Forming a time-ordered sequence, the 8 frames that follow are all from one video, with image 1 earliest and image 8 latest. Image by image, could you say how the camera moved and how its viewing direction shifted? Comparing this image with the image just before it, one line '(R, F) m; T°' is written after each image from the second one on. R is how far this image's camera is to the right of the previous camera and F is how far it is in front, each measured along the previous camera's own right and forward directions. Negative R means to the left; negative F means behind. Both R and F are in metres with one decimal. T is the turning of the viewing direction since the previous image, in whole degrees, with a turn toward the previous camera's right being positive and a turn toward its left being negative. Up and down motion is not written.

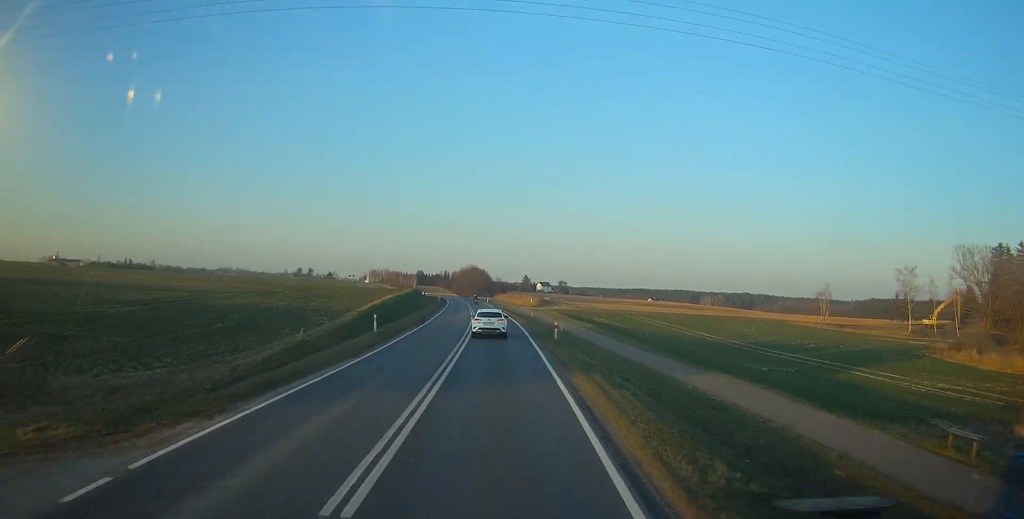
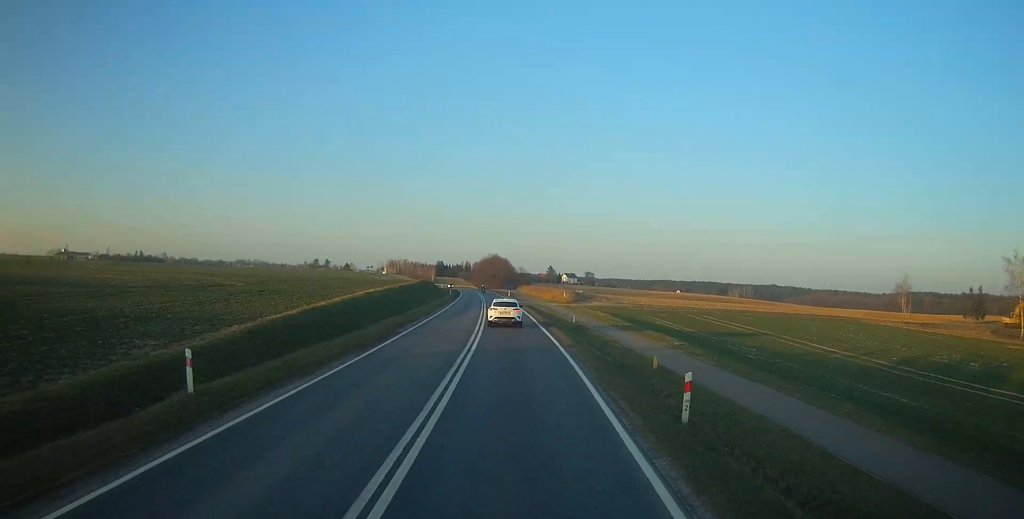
(-0.3, +23.7) m; -1°
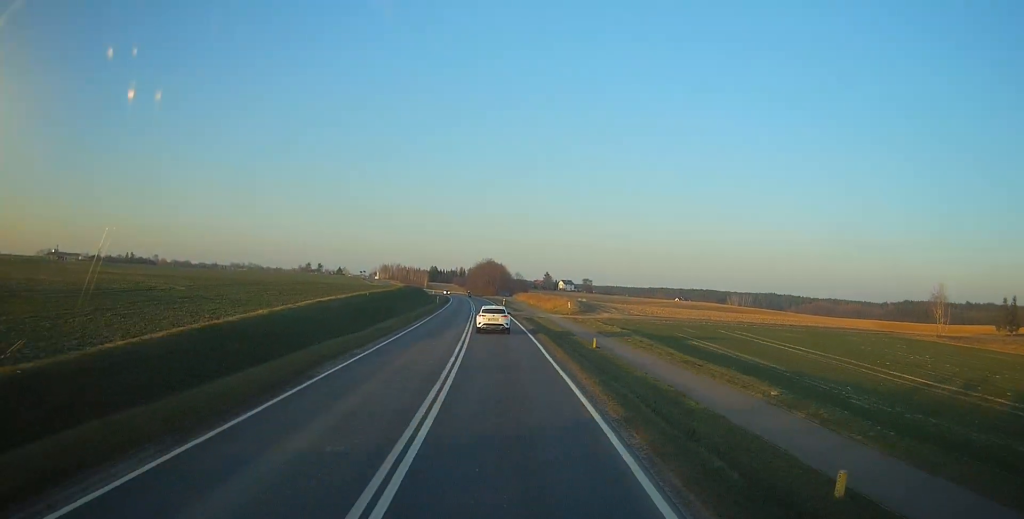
(0.0, +13.0) m; 0°
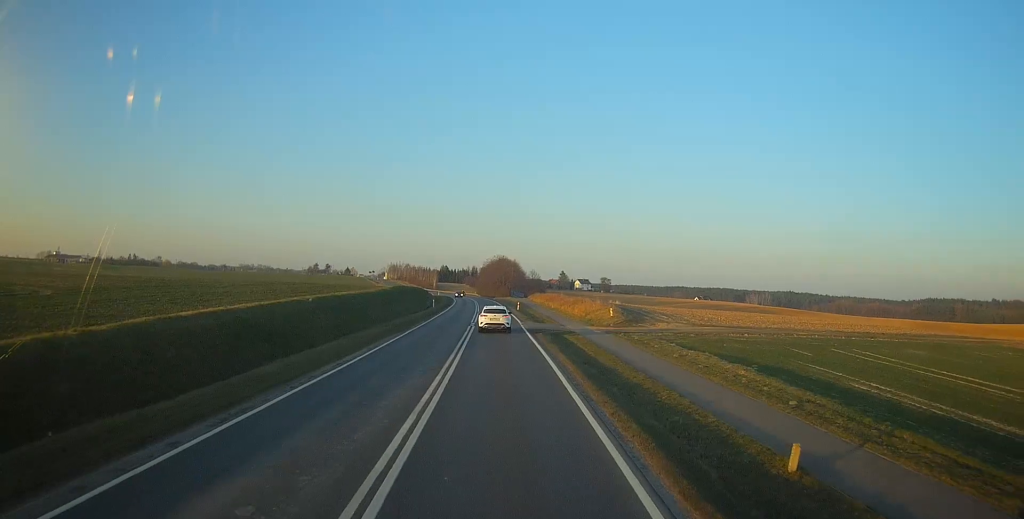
(-0.2, +21.5) m; -1°
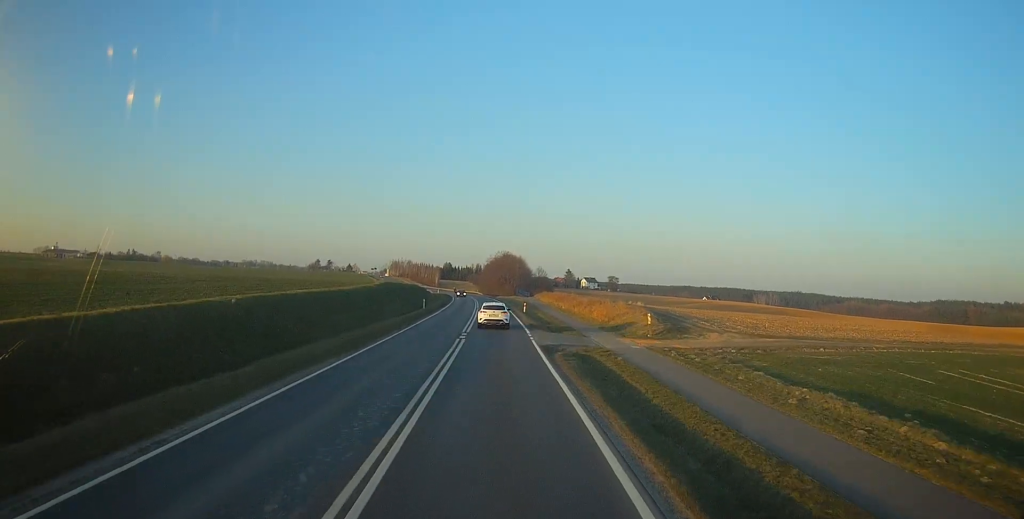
(-0.1, +12.4) m; -1°
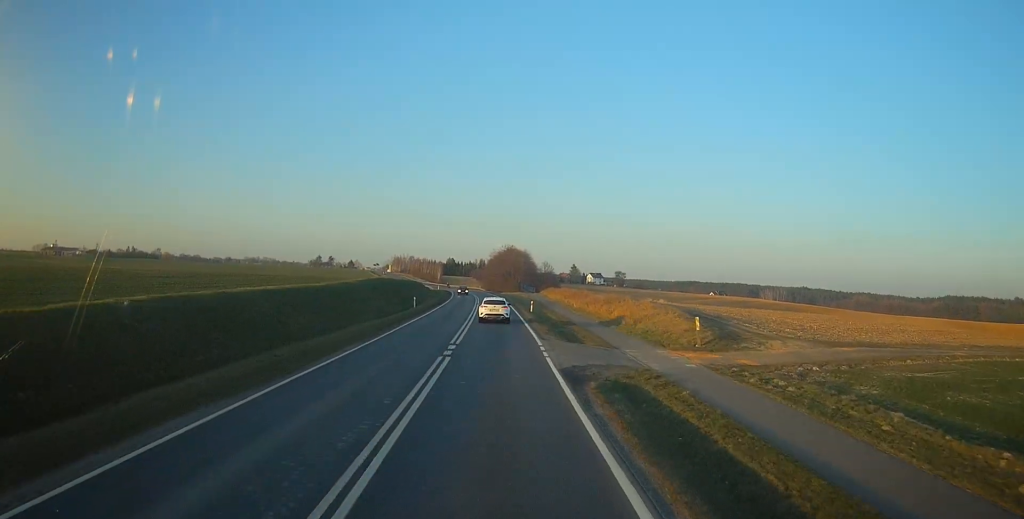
(0.0, +9.3) m; 0°
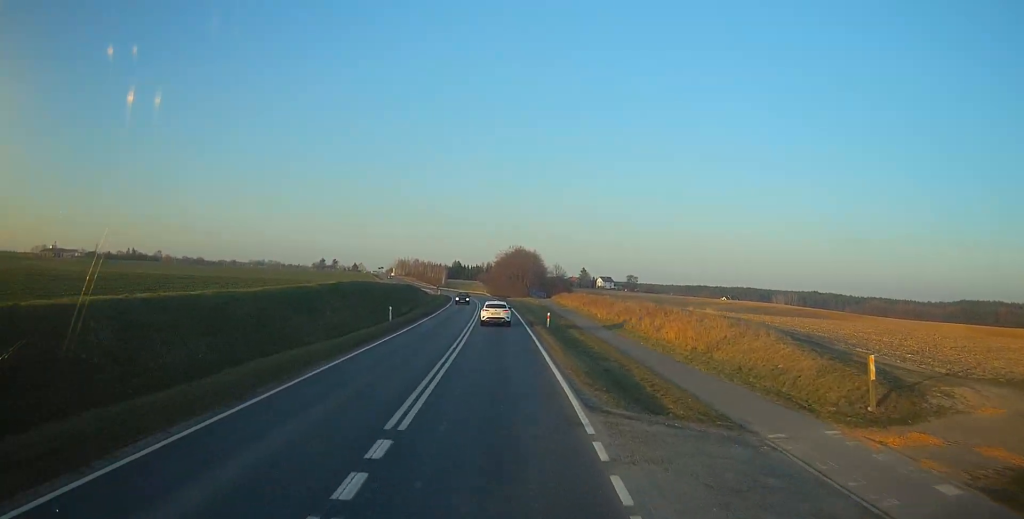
(-0.1, +14.6) m; -1°
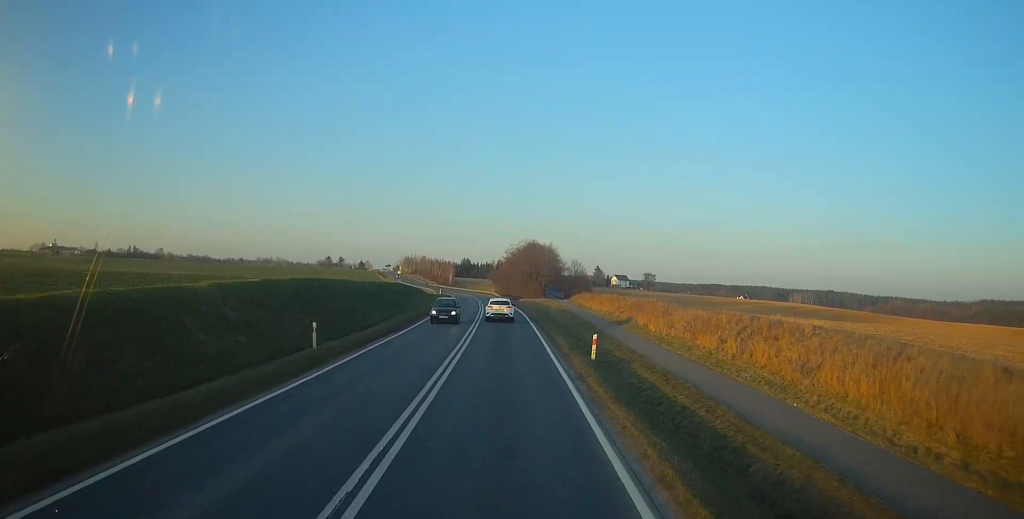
(-0.1, +18.6) m; -1°
